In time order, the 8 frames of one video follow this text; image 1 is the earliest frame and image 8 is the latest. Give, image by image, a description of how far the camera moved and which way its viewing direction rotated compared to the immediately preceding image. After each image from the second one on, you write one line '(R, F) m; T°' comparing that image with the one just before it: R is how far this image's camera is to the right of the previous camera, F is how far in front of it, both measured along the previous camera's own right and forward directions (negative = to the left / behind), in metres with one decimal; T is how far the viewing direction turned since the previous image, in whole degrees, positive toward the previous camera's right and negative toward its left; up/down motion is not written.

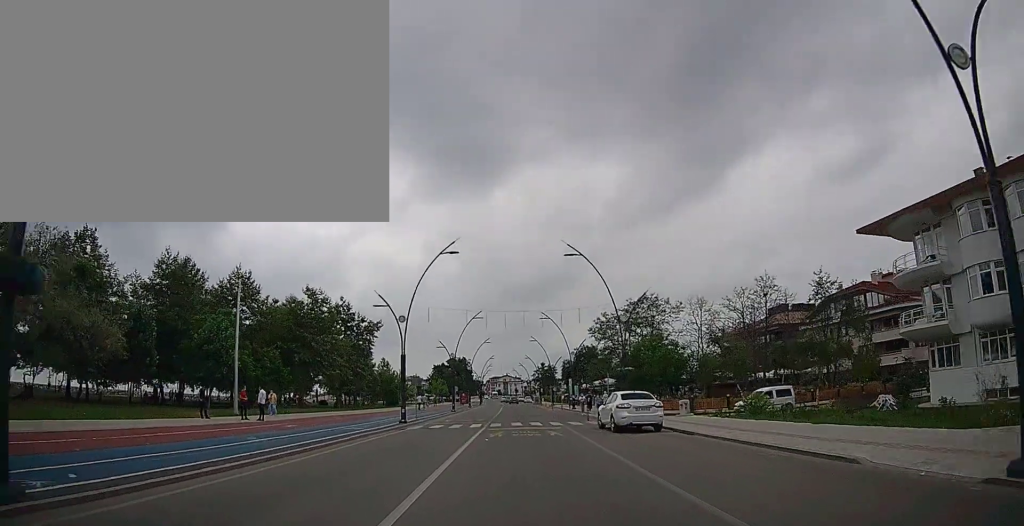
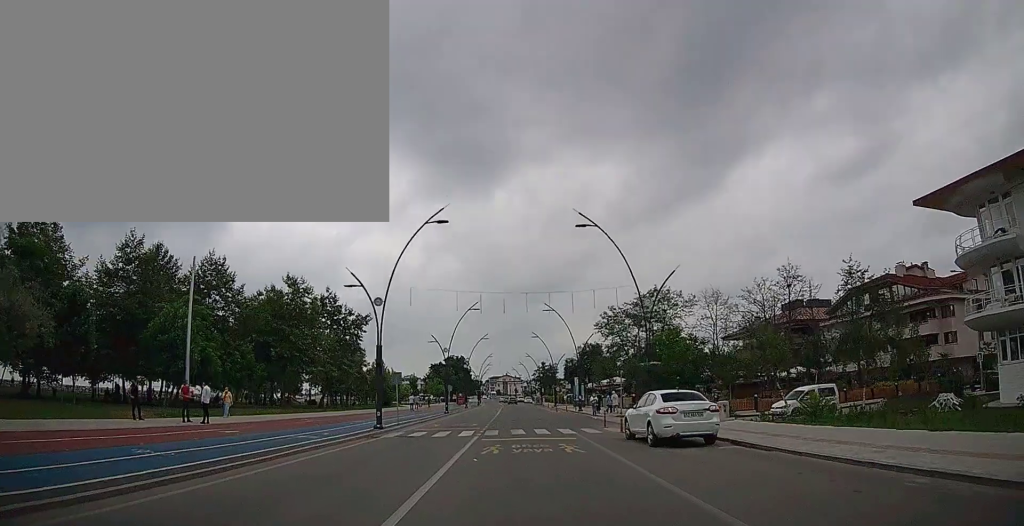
(-0.1, +5.6) m; 0°
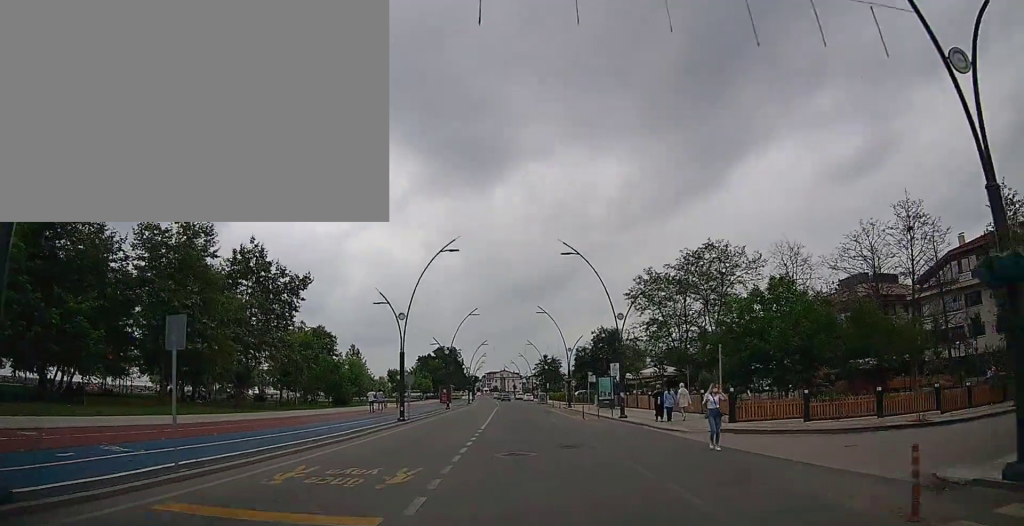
(+0.5, +19.8) m; +2°
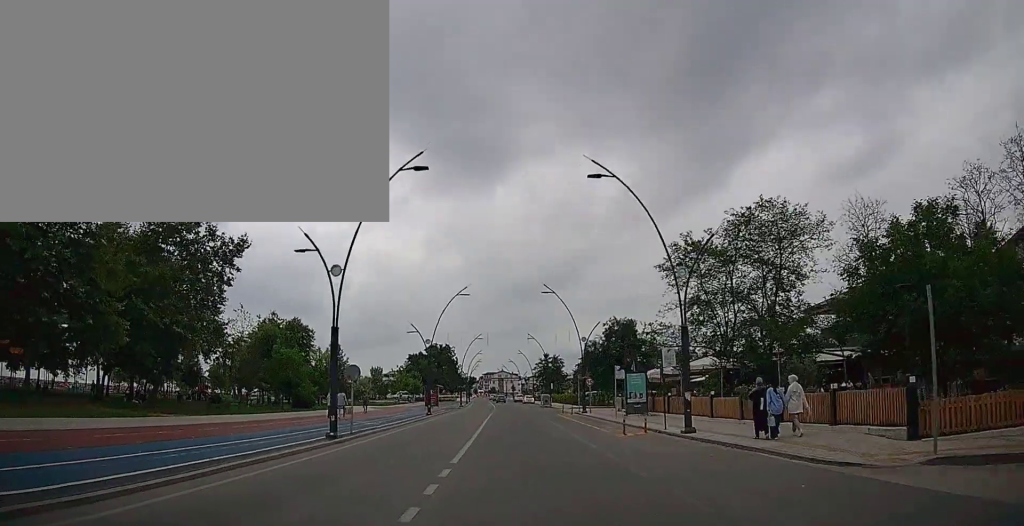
(0.0, +11.7) m; 0°
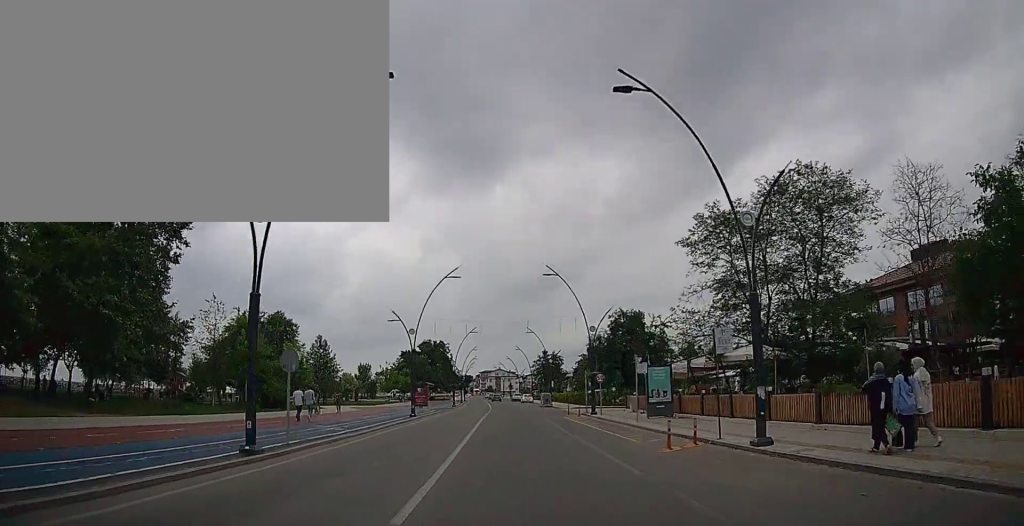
(0.0, +5.9) m; 0°
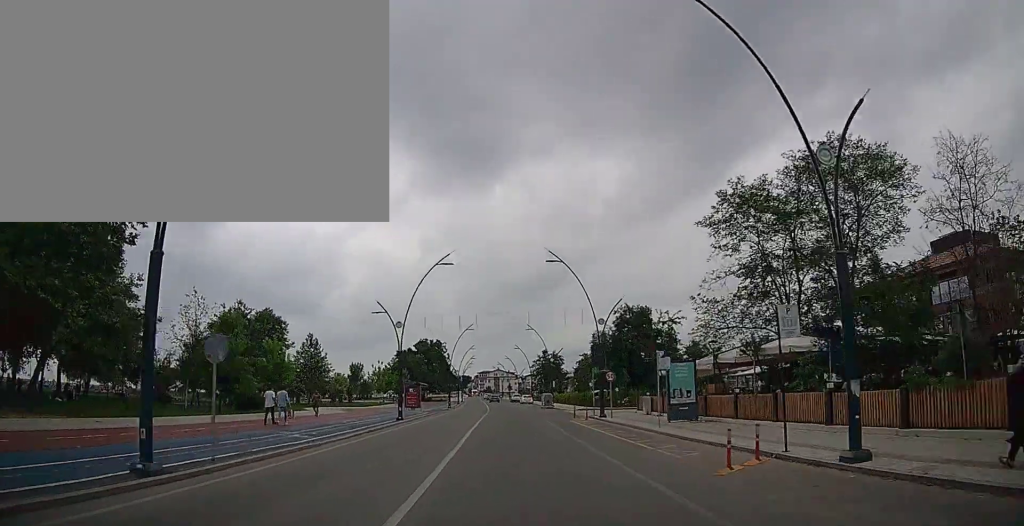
(0.0, +4.3) m; 0°
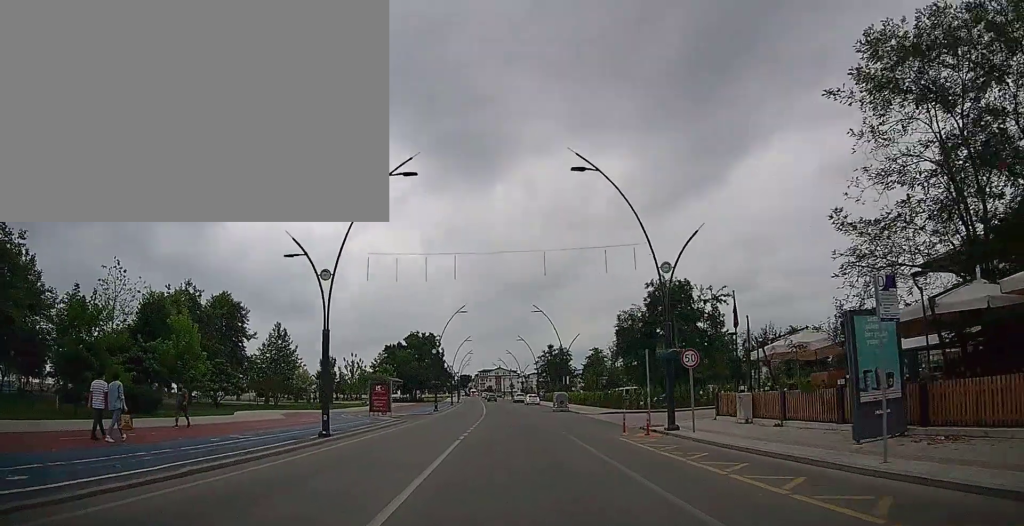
(-0.2, +13.7) m; -1°
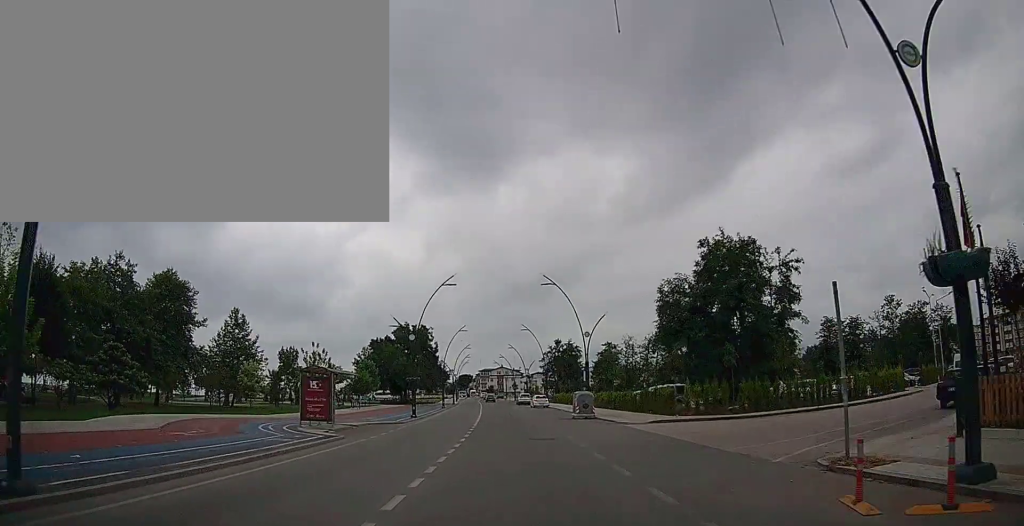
(+0.1, +13.2) m; +1°
